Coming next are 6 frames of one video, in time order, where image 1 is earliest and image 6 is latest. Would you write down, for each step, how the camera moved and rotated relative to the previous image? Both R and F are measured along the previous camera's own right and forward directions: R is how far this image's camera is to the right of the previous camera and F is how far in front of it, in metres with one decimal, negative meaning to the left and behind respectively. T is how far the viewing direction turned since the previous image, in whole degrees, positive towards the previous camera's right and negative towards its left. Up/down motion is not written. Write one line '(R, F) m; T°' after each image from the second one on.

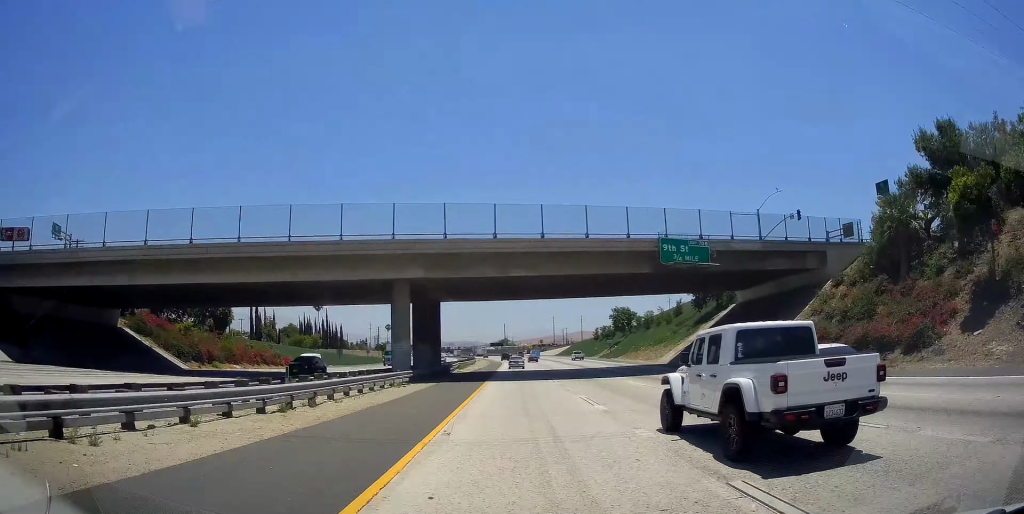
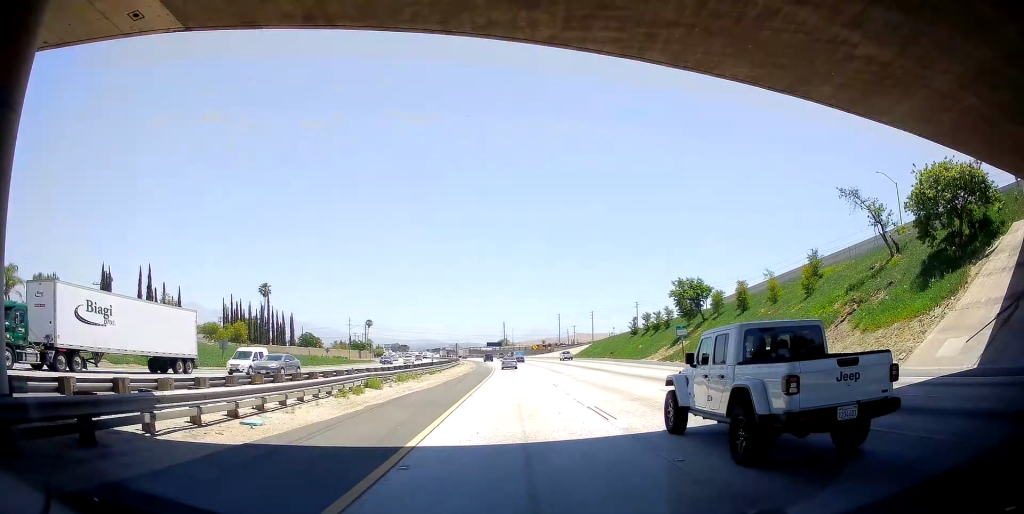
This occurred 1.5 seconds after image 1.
(-0.1, +47.8) m; 0°
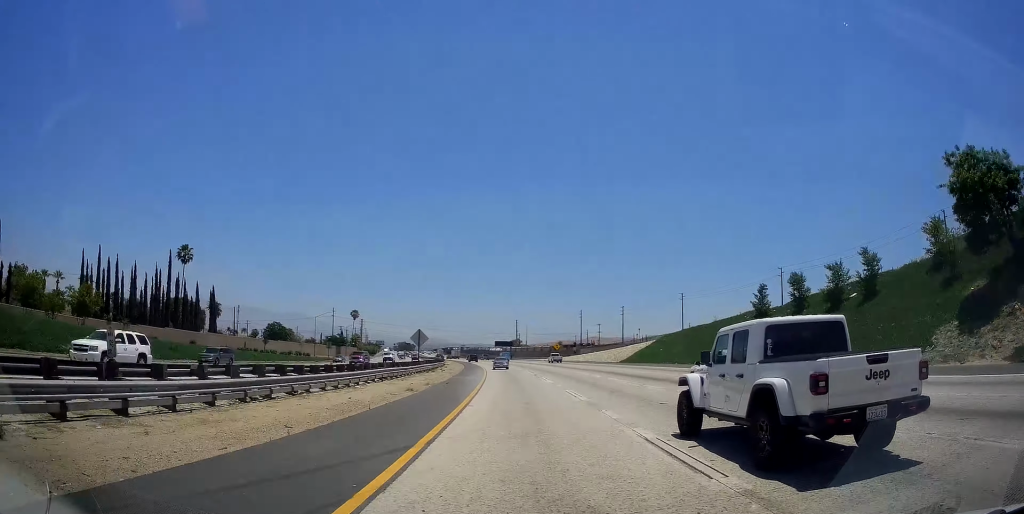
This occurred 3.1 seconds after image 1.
(+0.2, +50.4) m; 0°
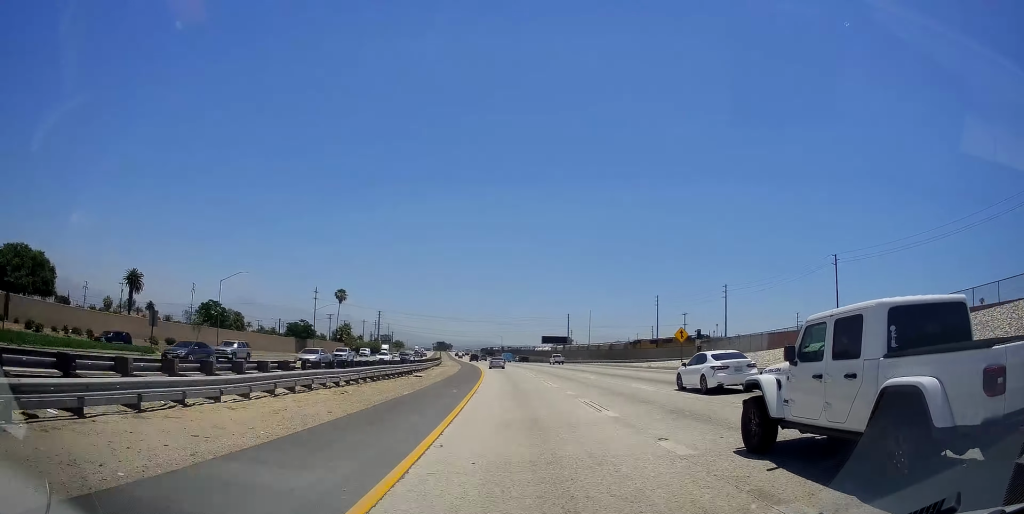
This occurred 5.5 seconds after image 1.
(-2.4, +78.7) m; -4°
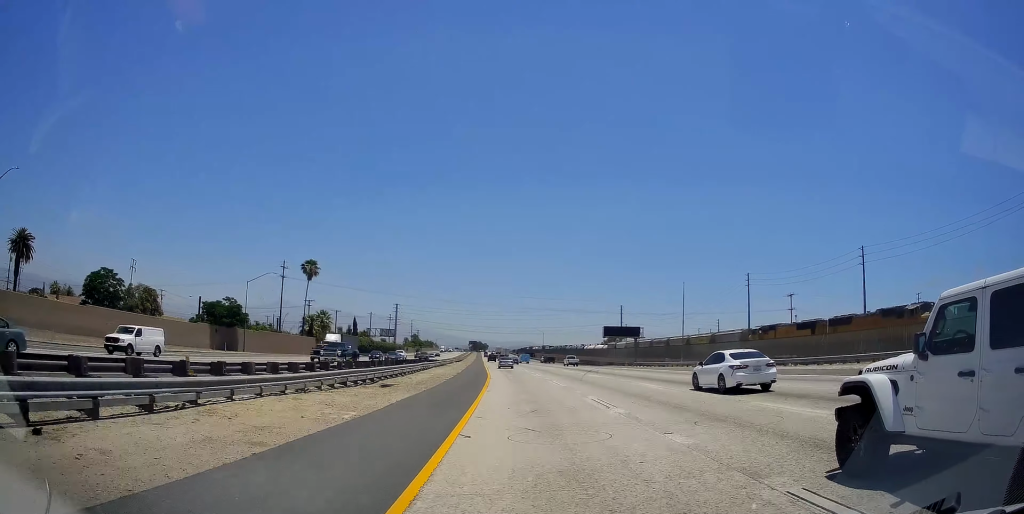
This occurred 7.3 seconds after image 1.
(-1.9, +56.6) m; -4°
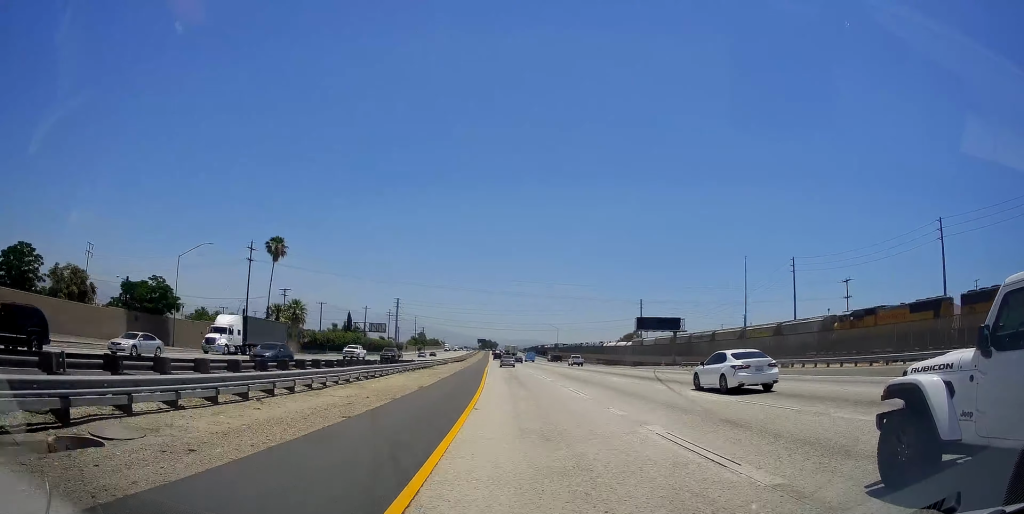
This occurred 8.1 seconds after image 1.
(-0.2, +24.4) m; -1°
